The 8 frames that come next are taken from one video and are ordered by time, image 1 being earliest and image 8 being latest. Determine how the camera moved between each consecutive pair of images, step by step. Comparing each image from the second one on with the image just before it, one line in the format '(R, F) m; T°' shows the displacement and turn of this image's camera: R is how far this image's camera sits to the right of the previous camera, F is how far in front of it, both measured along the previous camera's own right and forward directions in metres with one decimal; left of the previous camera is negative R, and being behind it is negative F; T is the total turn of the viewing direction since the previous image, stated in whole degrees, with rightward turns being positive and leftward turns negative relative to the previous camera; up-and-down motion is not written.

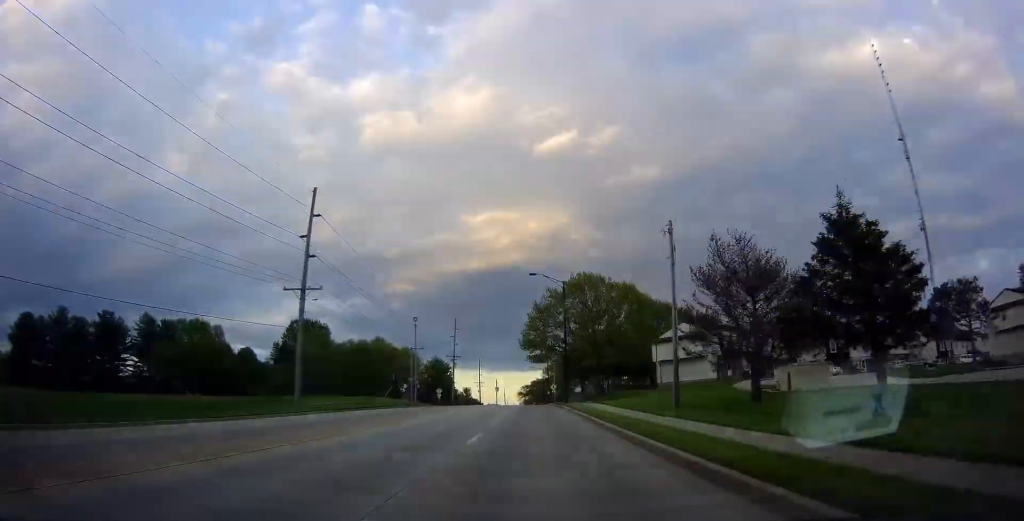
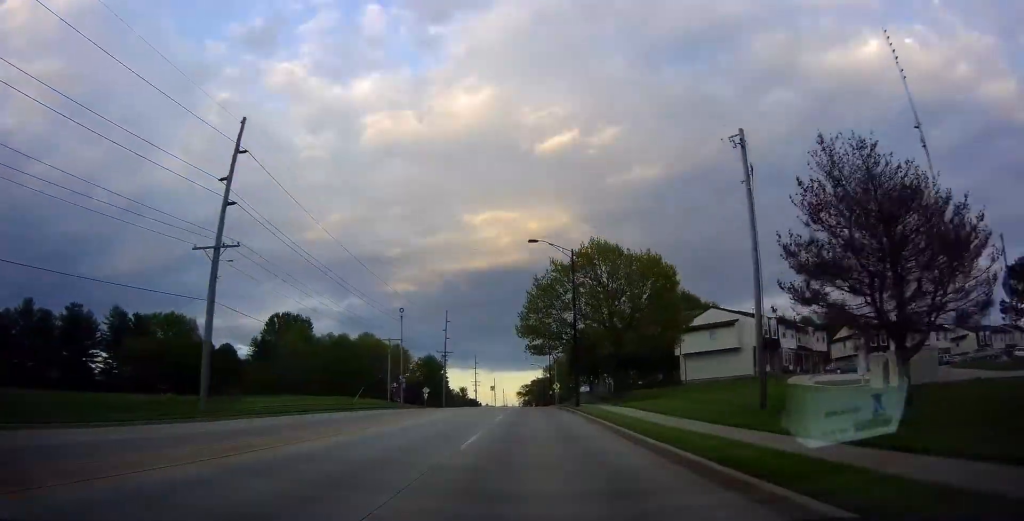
(-0.4, +11.9) m; -3°
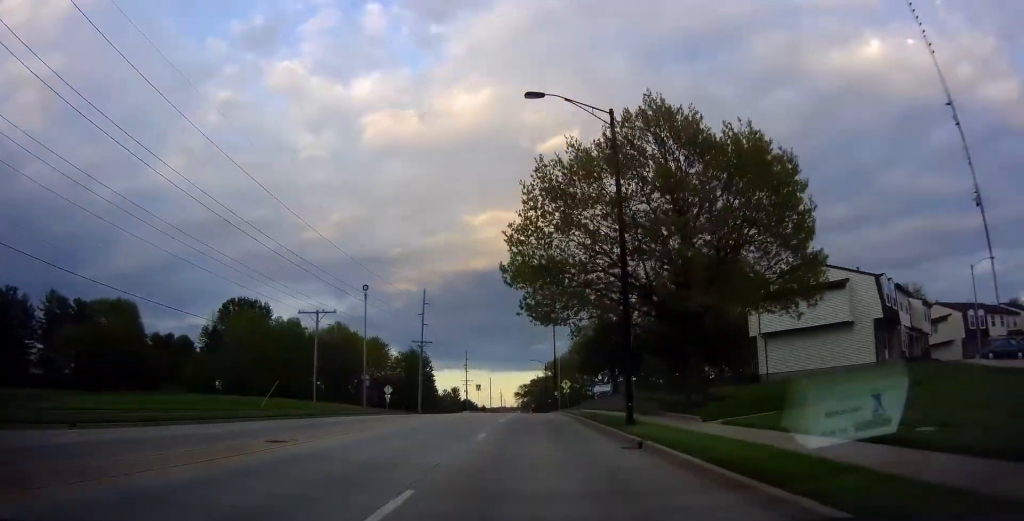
(-1.0, +22.2) m; -2°
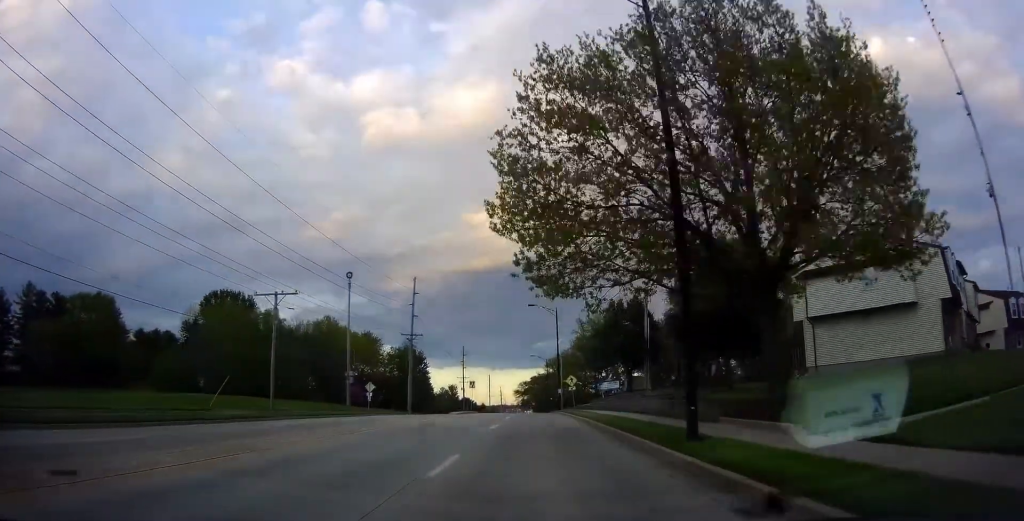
(-0.5, +7.6) m; +1°
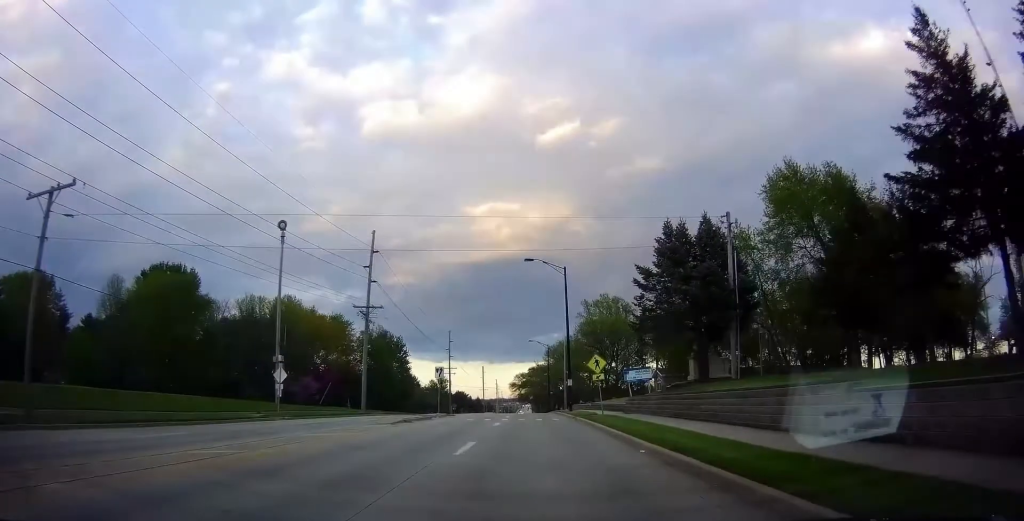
(+2.0, +20.7) m; +5°
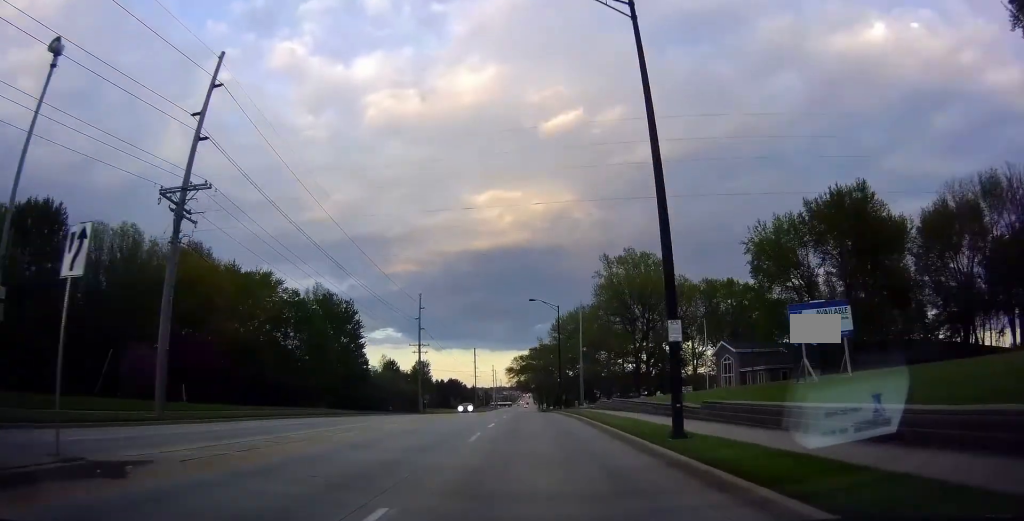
(-1.1, +33.3) m; -3°
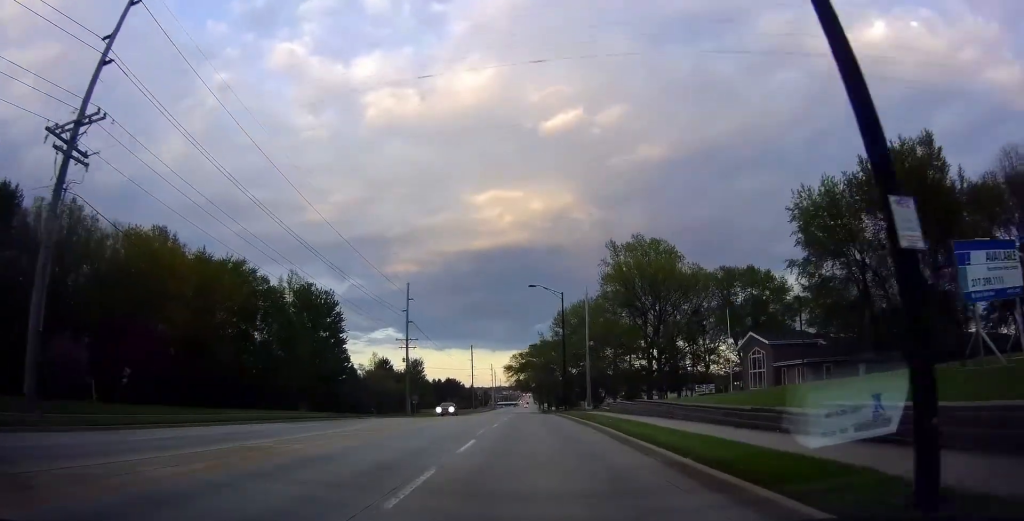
(0.0, +8.3) m; 0°
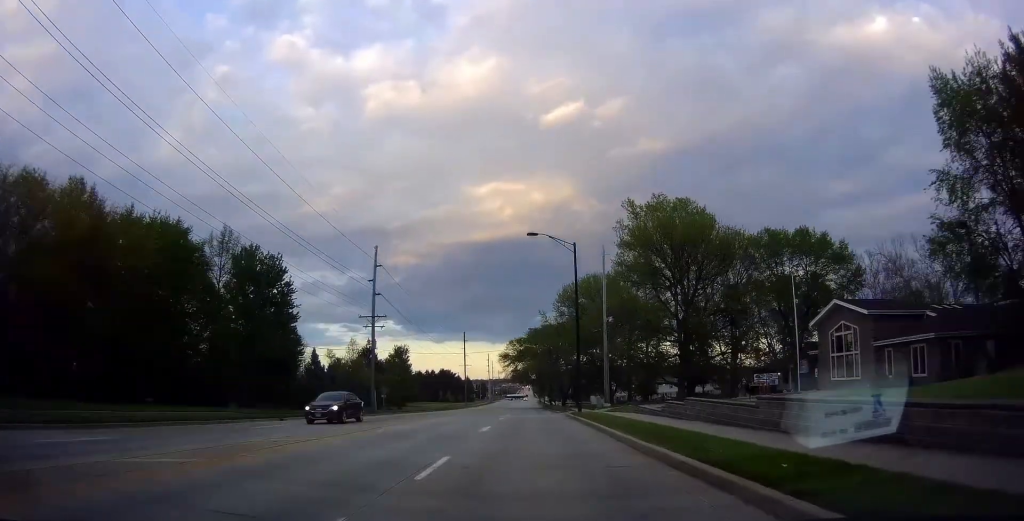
(0.0, +16.5) m; 0°
